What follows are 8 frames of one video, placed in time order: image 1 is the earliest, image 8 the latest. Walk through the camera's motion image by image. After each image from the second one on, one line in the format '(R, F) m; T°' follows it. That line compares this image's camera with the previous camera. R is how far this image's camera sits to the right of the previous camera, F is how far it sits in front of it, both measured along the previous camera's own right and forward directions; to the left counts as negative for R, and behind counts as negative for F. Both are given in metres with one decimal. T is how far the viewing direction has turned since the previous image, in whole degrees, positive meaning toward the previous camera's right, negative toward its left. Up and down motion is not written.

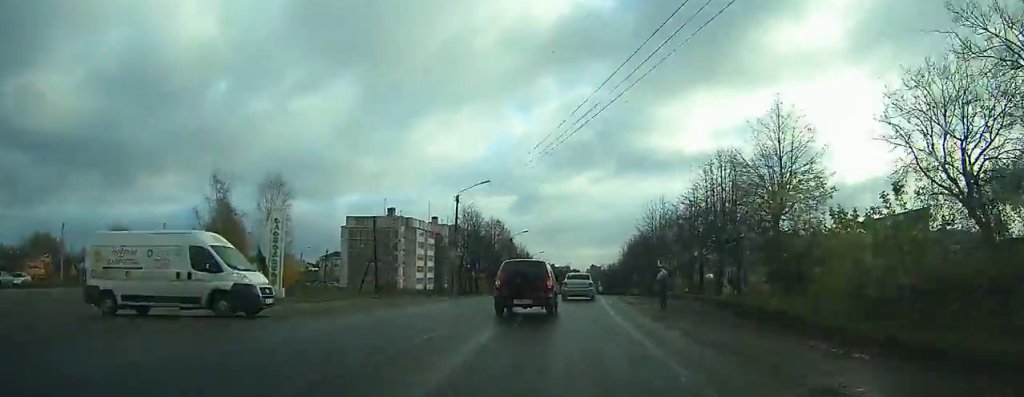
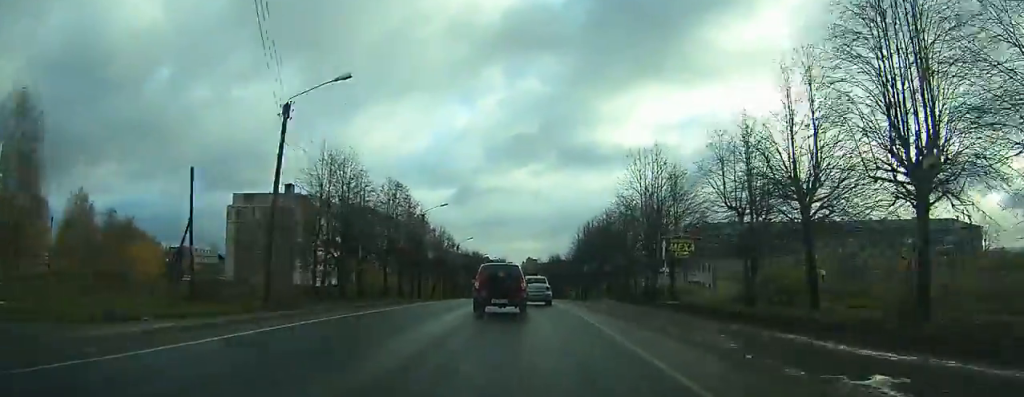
(+2.8, +27.7) m; +9°
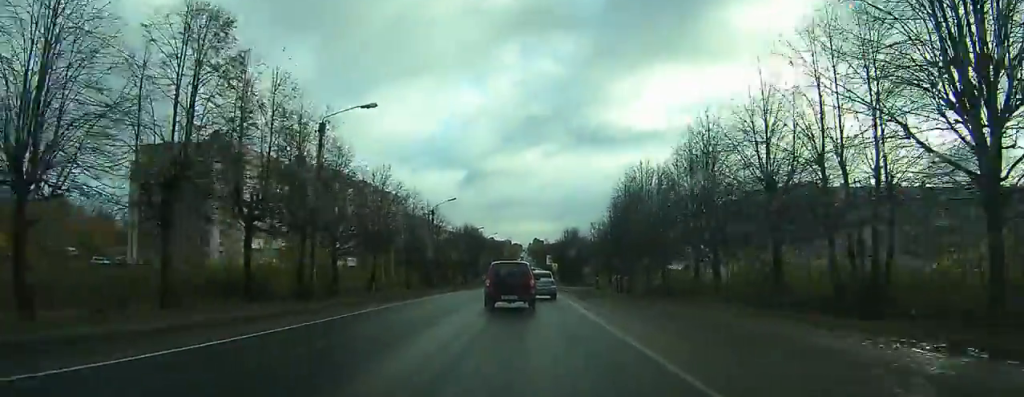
(+0.9, +32.5) m; +1°
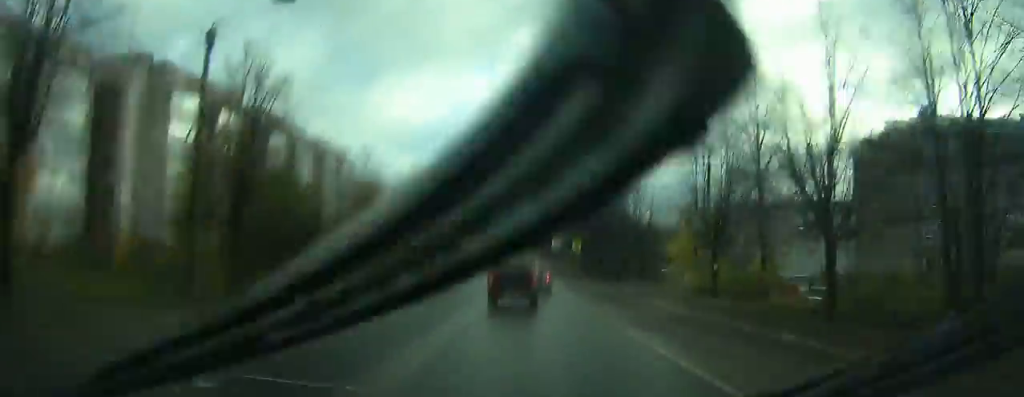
(-0.2, +47.7) m; 0°
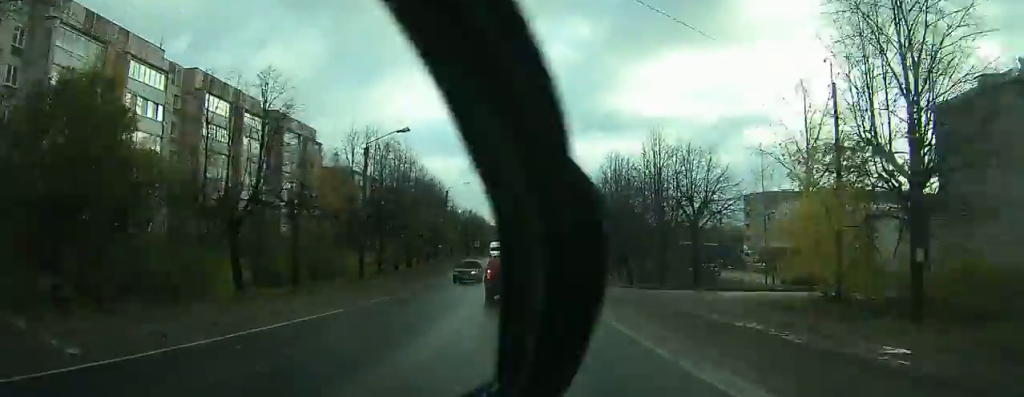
(0.0, +16.0) m; 0°
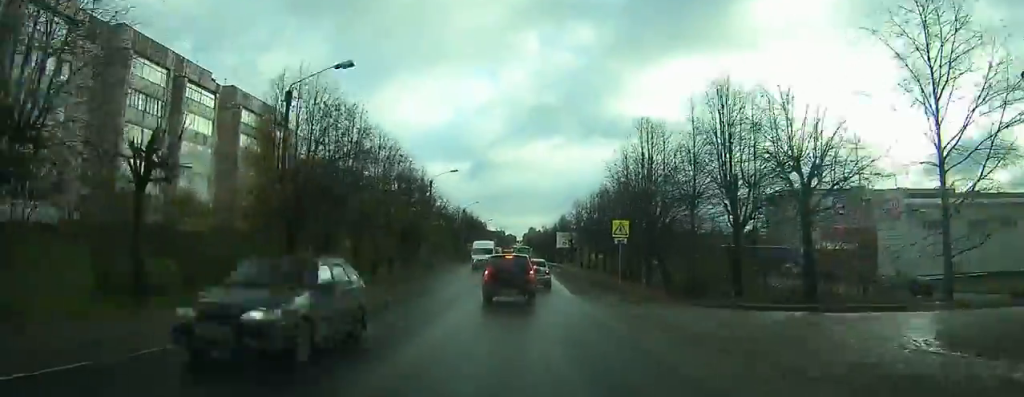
(0.0, +13.3) m; 0°
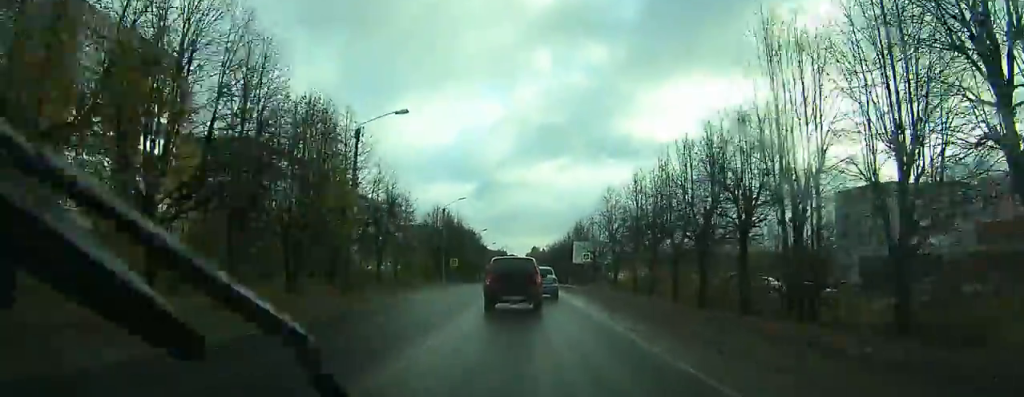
(-0.1, +30.1) m; 0°
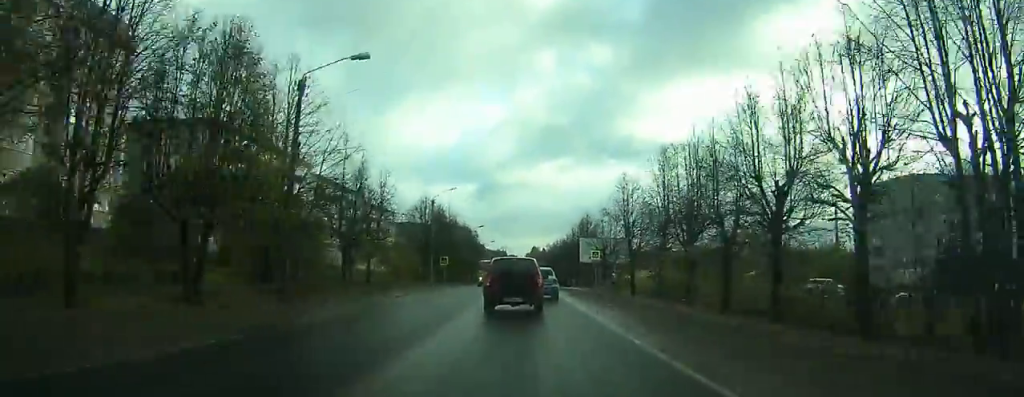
(0.0, +9.2) m; 0°
